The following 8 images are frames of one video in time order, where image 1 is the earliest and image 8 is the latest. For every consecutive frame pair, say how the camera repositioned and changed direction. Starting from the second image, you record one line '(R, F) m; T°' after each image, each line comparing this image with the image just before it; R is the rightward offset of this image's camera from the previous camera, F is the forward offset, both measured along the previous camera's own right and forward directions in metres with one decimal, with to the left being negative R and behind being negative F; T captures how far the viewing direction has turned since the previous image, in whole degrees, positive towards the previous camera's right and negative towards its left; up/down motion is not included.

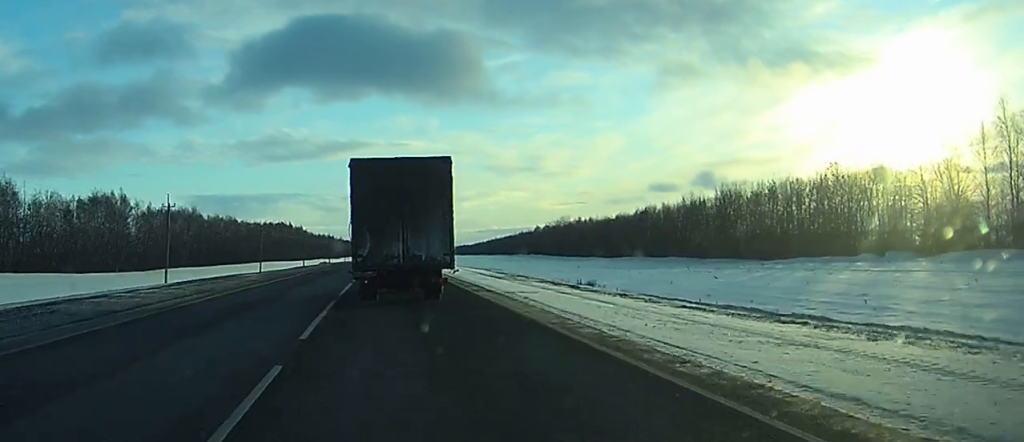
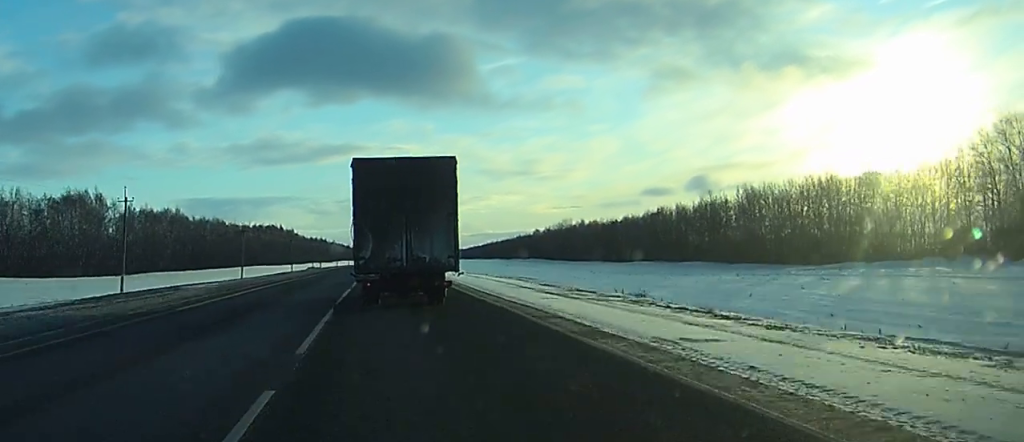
(0.0, +15.9) m; +1°
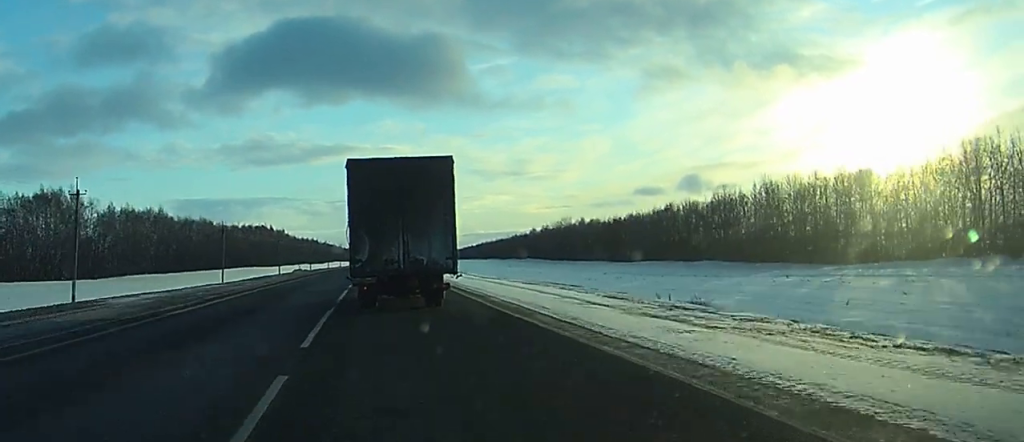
(+0.1, +13.3) m; +1°
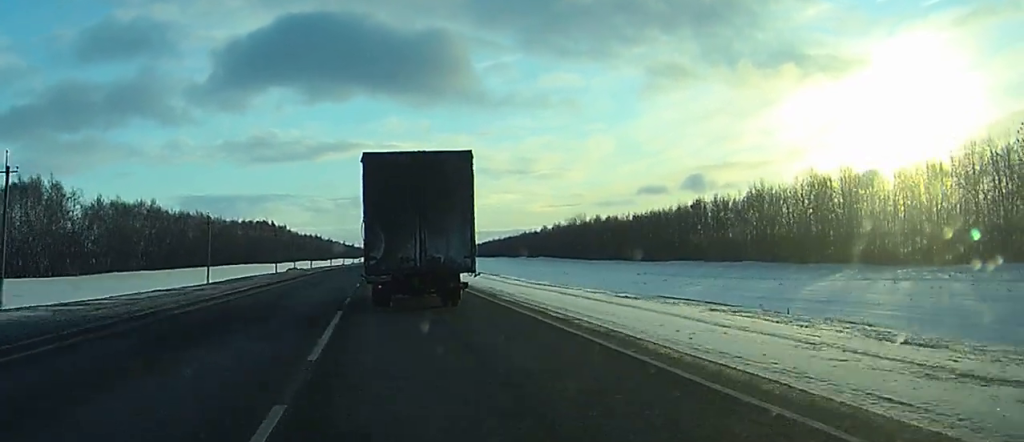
(+0.1, +17.7) m; +1°
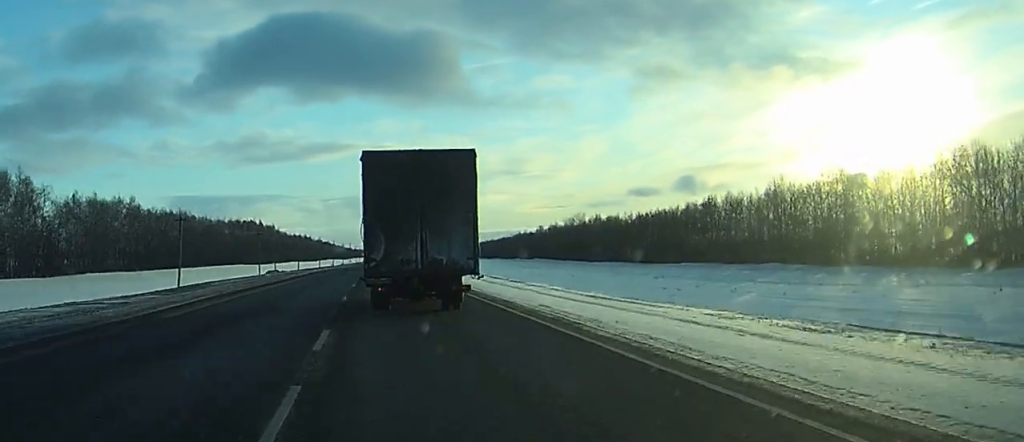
(0.0, +14.4) m; 0°
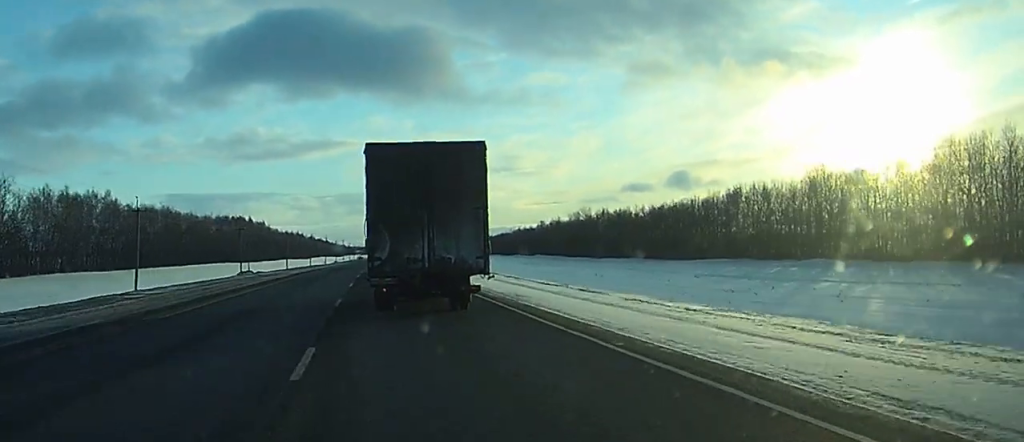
(+0.1, +18.8) m; +1°
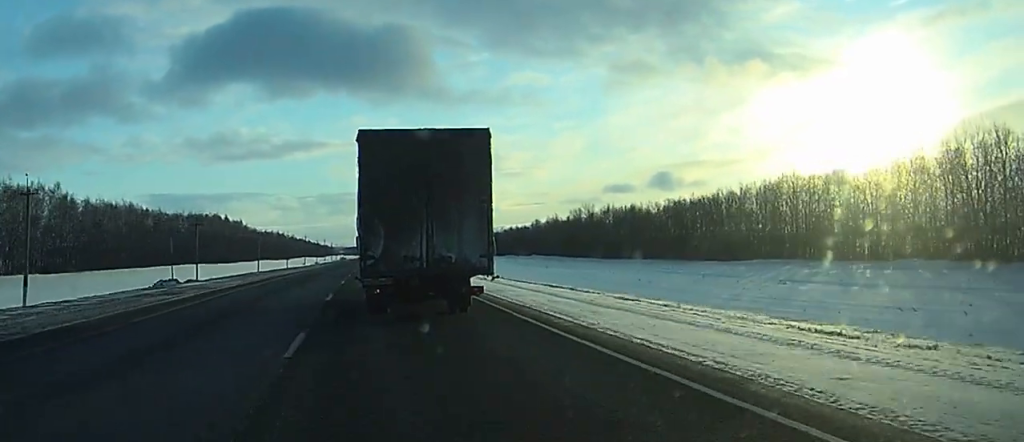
(+0.2, +26.0) m; +1°
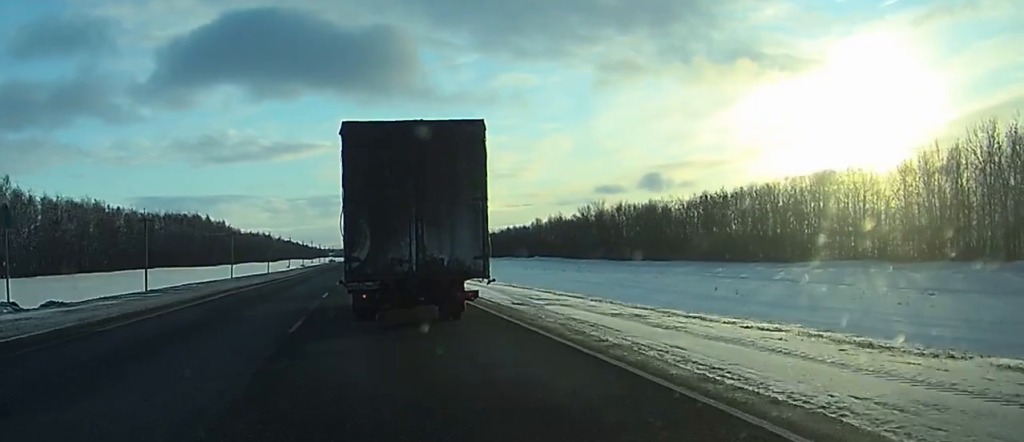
(+0.1, +22.1) m; +1°
